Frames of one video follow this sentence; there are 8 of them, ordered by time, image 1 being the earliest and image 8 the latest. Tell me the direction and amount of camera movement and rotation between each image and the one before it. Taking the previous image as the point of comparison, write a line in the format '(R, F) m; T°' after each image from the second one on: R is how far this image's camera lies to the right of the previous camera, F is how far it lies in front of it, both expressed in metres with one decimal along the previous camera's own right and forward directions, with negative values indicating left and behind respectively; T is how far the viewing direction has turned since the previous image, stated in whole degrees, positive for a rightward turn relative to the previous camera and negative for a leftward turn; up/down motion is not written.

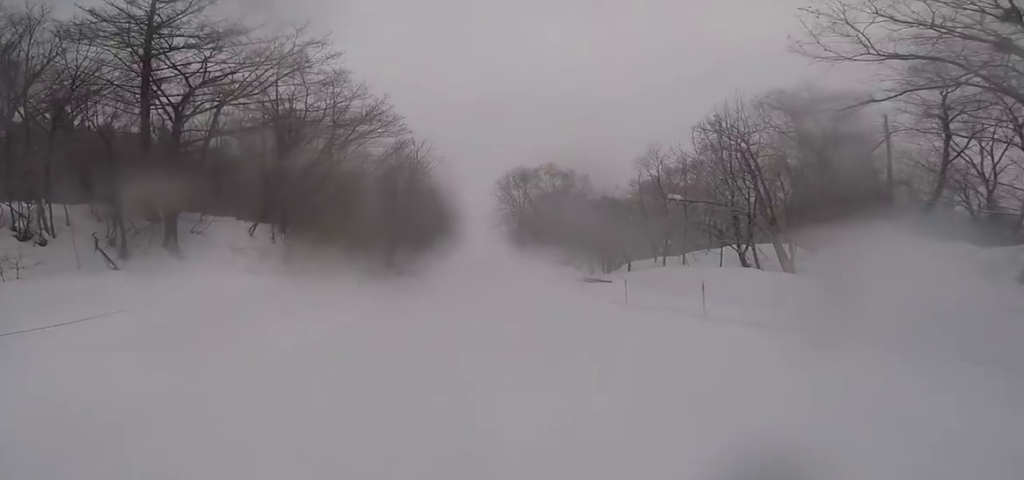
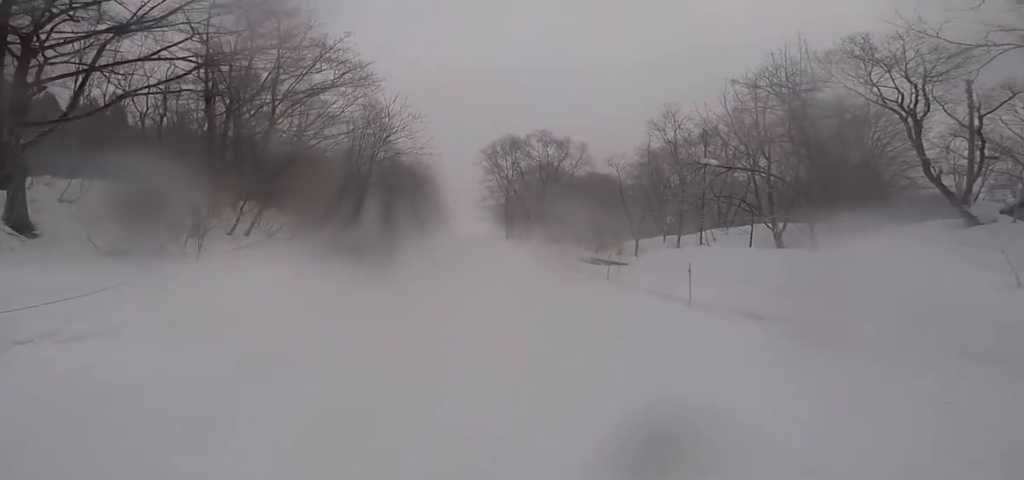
(0.0, +6.9) m; +7°
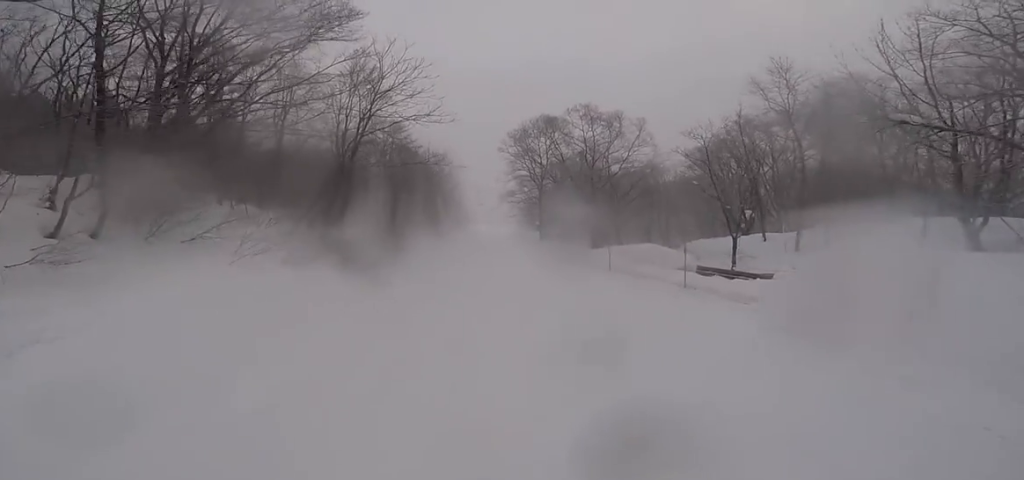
(+1.2, +10.0) m; +3°
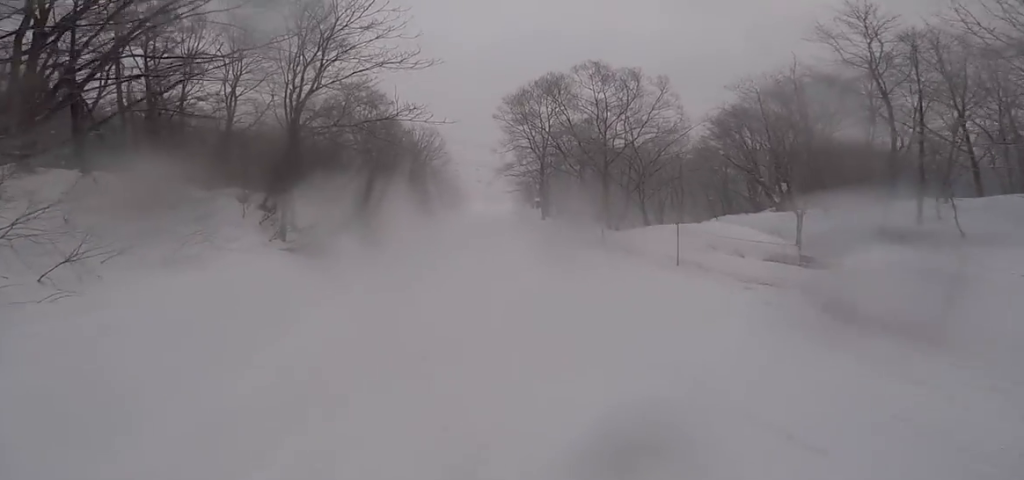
(-0.6, +5.9) m; -5°
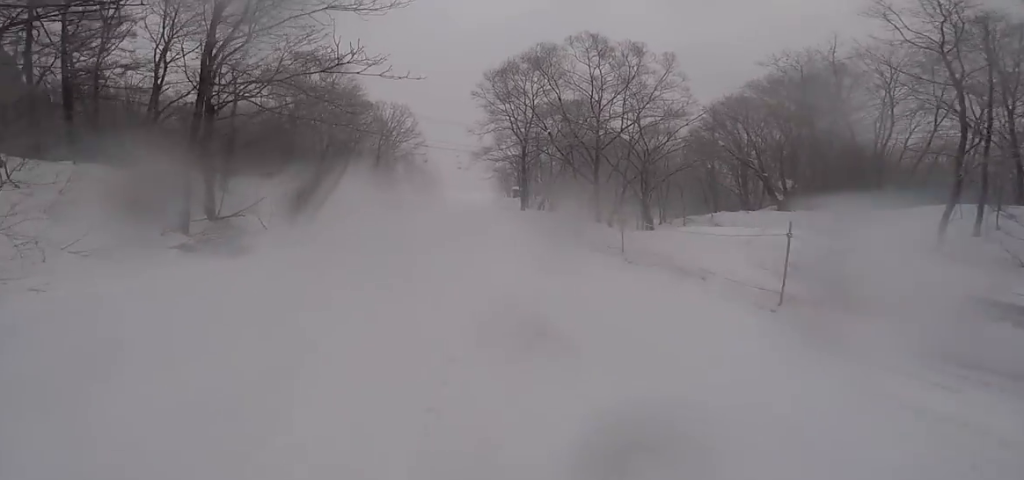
(-0.2, +4.4) m; -4°
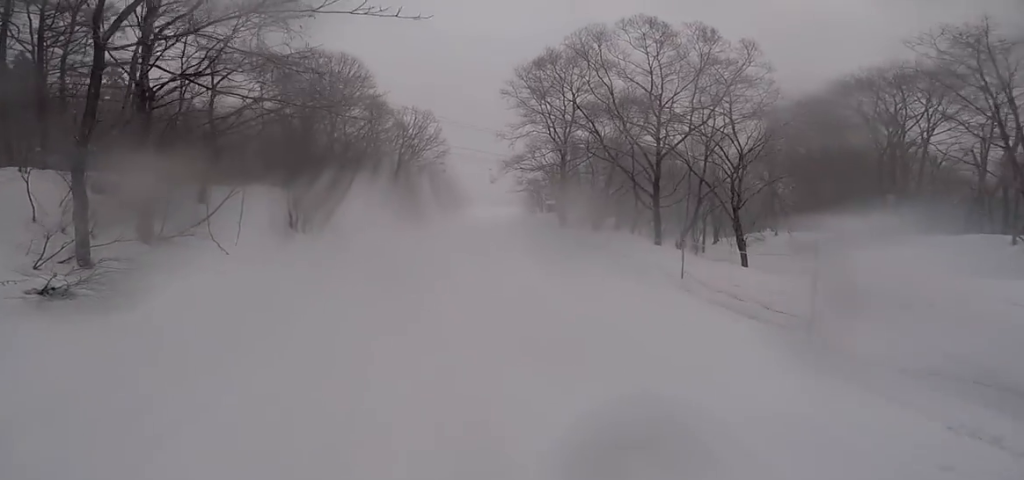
(-0.1, +5.5) m; -1°
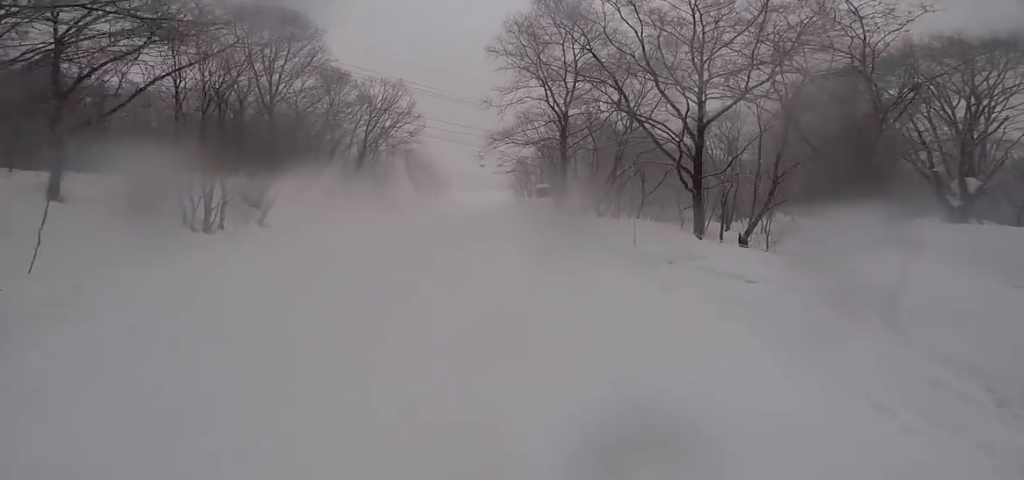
(0.0, +6.5) m; 0°
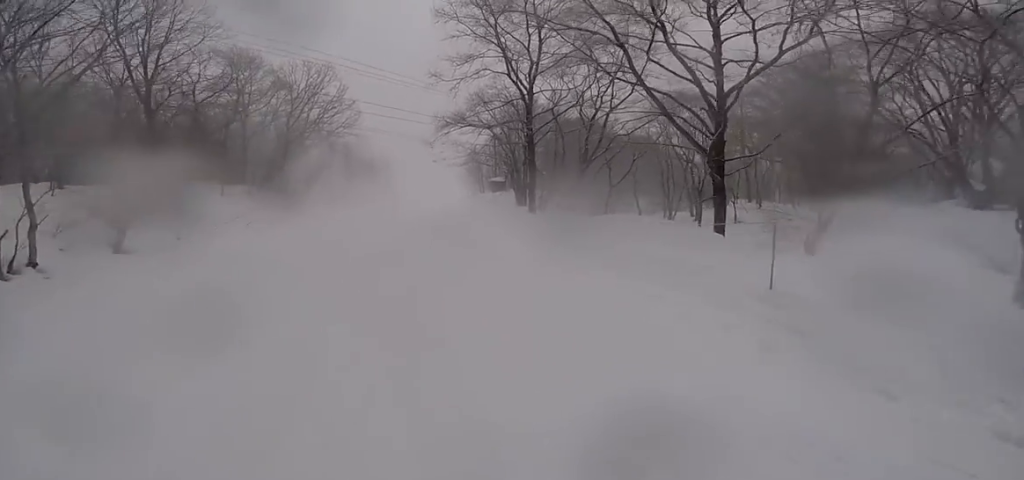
(0.0, +5.2) m; +2°
